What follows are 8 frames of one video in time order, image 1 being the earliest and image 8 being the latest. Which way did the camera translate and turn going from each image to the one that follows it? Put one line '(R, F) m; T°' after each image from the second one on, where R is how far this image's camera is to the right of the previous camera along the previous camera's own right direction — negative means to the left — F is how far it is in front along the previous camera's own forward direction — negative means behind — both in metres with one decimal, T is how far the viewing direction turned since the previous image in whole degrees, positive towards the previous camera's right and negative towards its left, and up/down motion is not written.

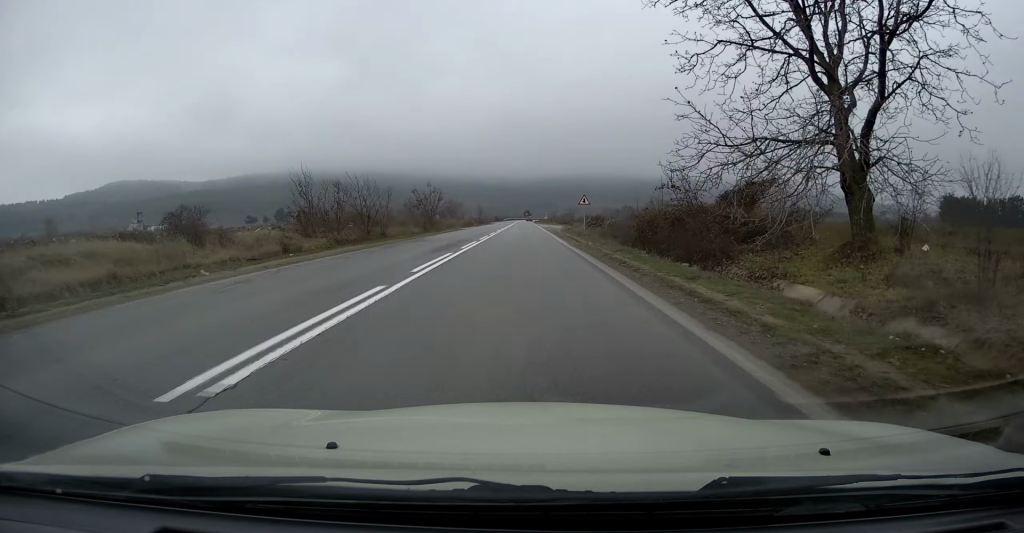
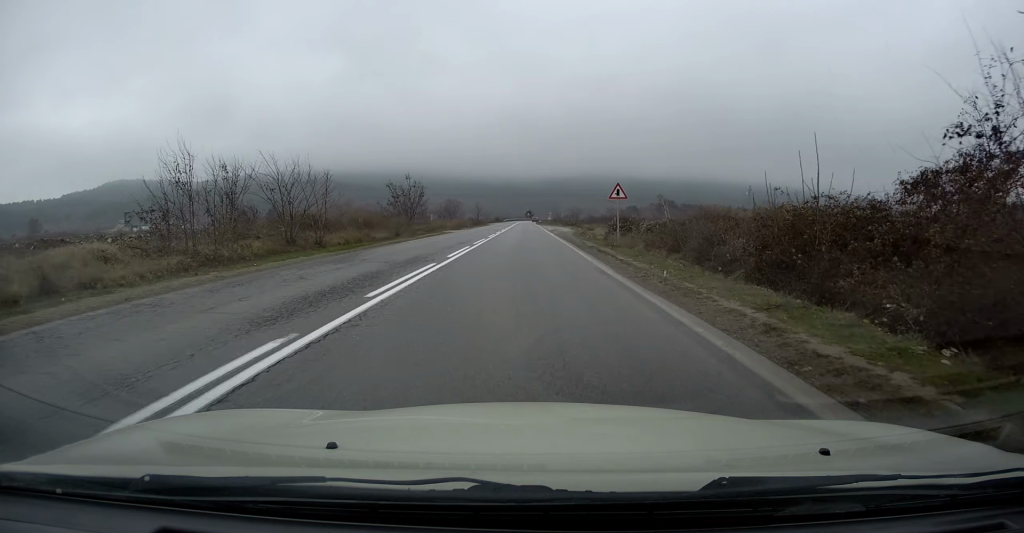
(-0.2, +13.4) m; 0°
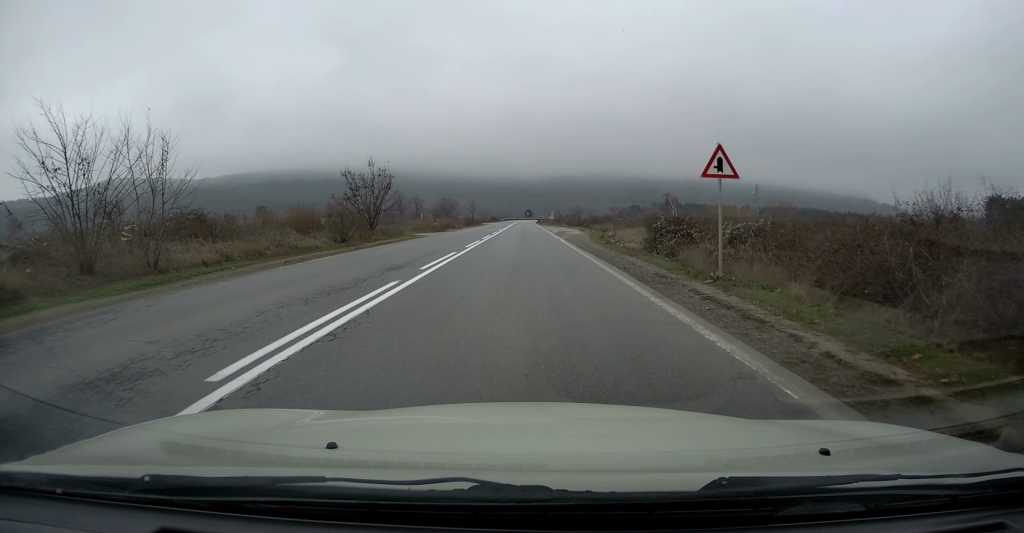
(-0.1, +13.4) m; 0°
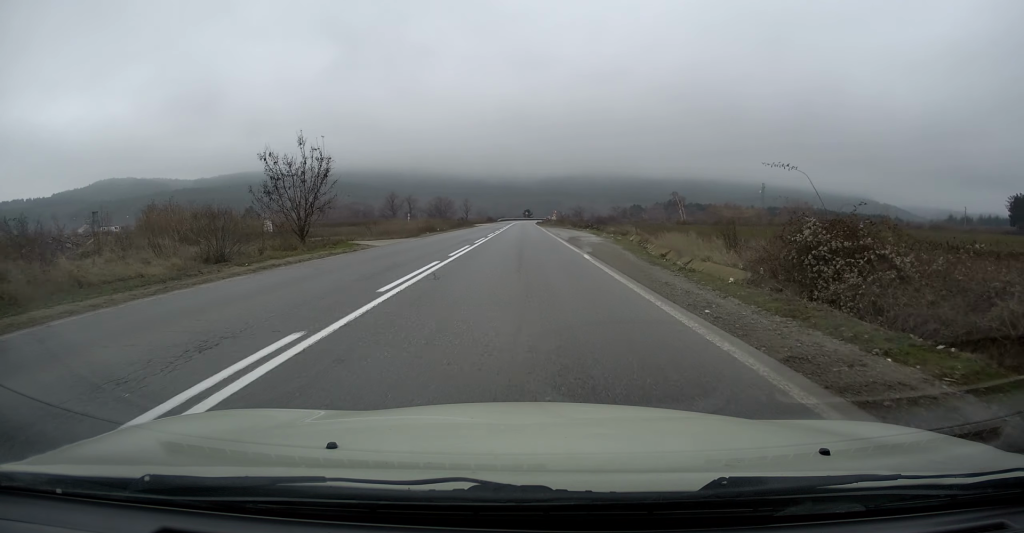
(+0.3, +13.4) m; 0°
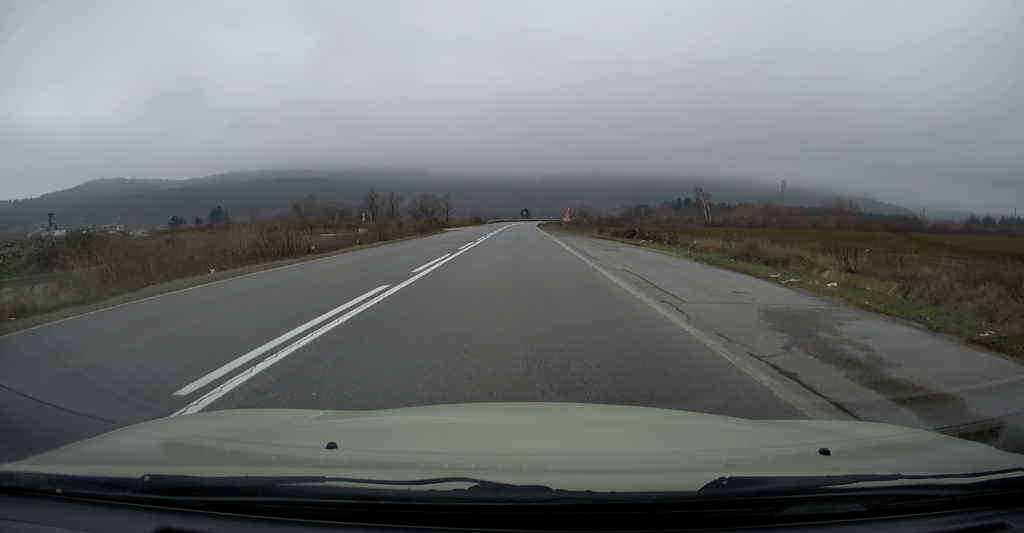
(-0.2, +32.3) m; 0°
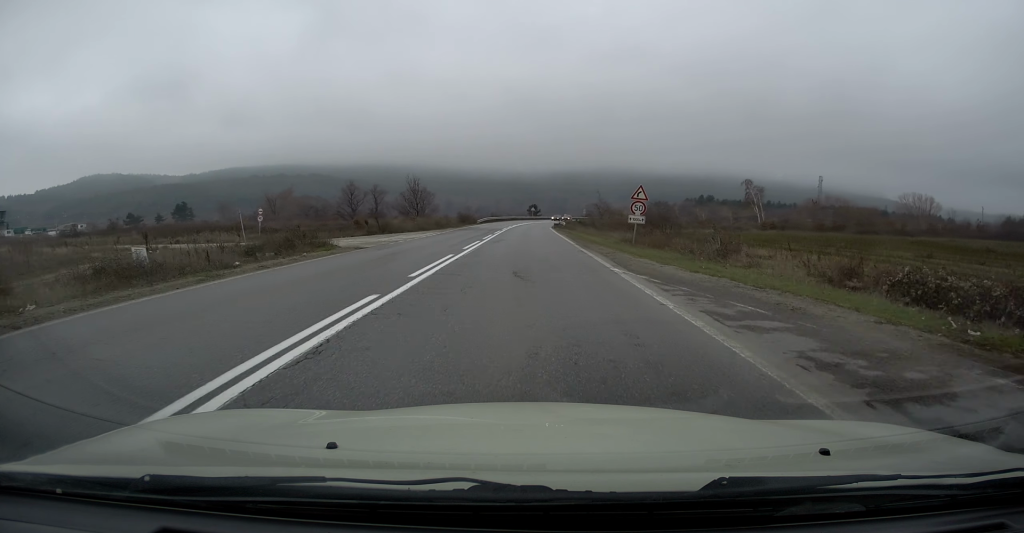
(-0.3, +37.0) m; 0°
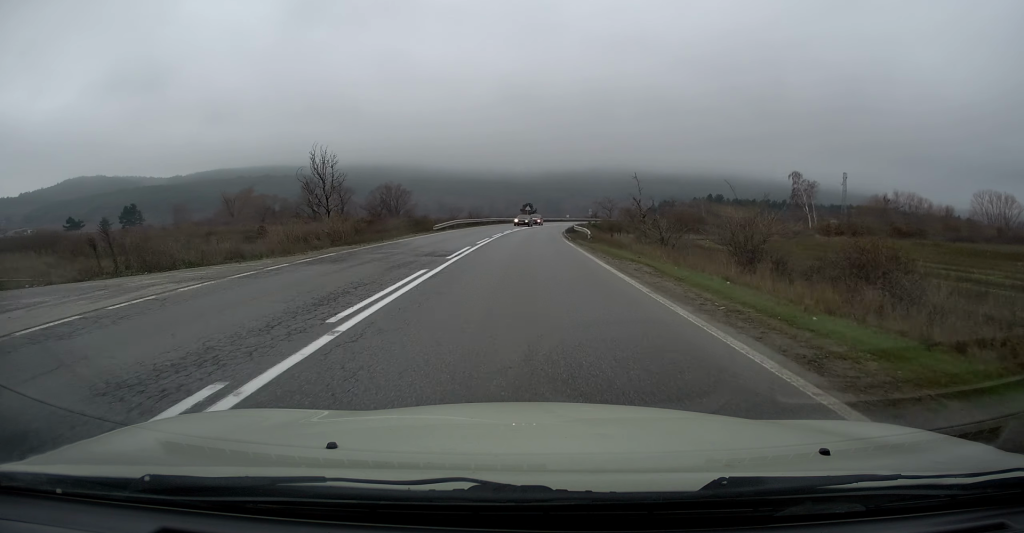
(+0.5, +31.2) m; +1°
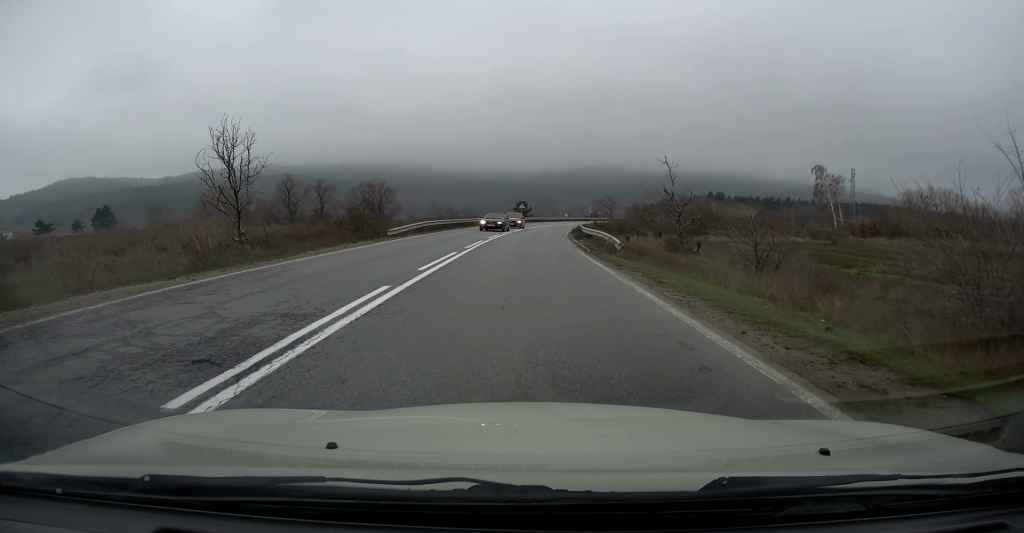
(0.0, +12.7) m; 0°
